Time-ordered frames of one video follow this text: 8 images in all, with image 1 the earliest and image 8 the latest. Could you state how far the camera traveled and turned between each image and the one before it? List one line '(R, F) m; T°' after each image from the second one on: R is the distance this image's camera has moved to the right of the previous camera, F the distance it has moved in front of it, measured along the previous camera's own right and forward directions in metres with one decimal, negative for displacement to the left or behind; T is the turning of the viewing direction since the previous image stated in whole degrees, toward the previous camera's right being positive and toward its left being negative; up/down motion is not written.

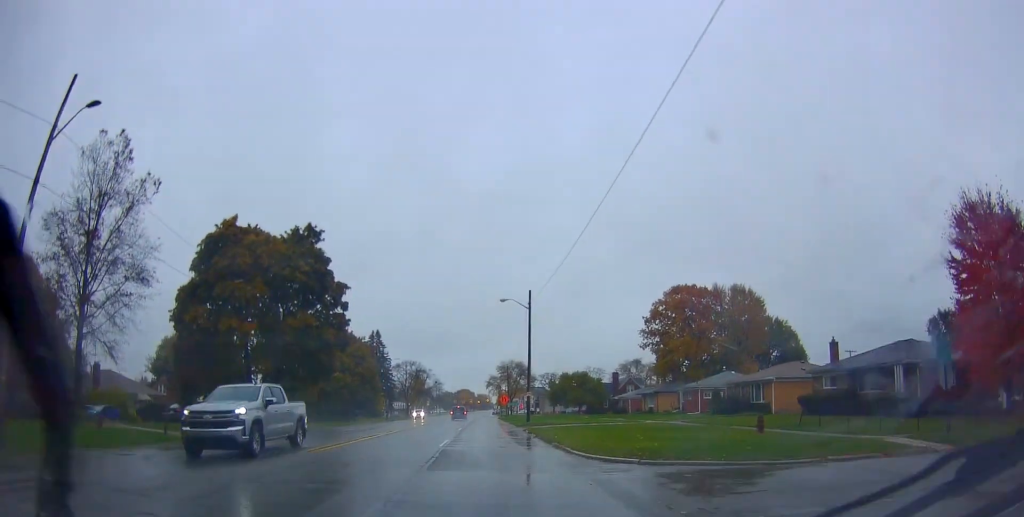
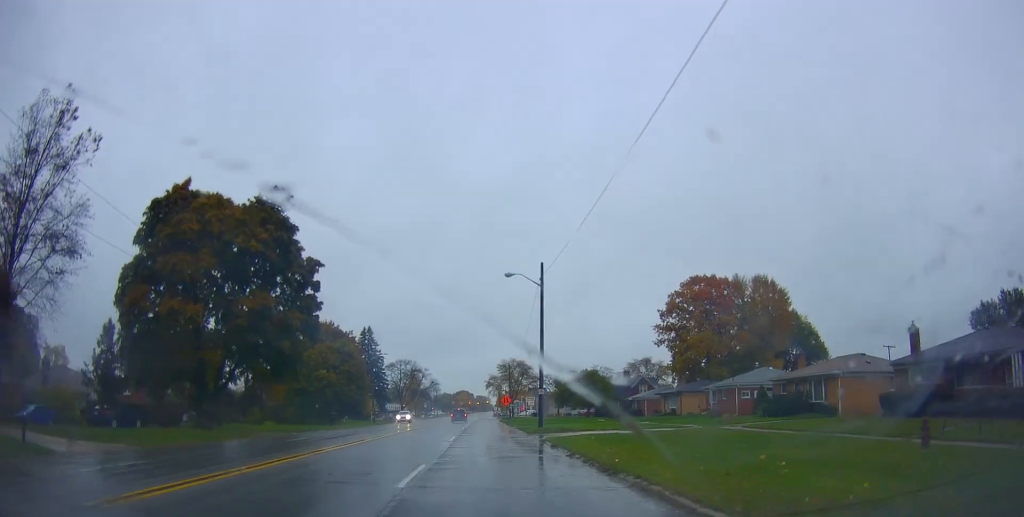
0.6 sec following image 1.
(0.0, +9.5) m; -1°
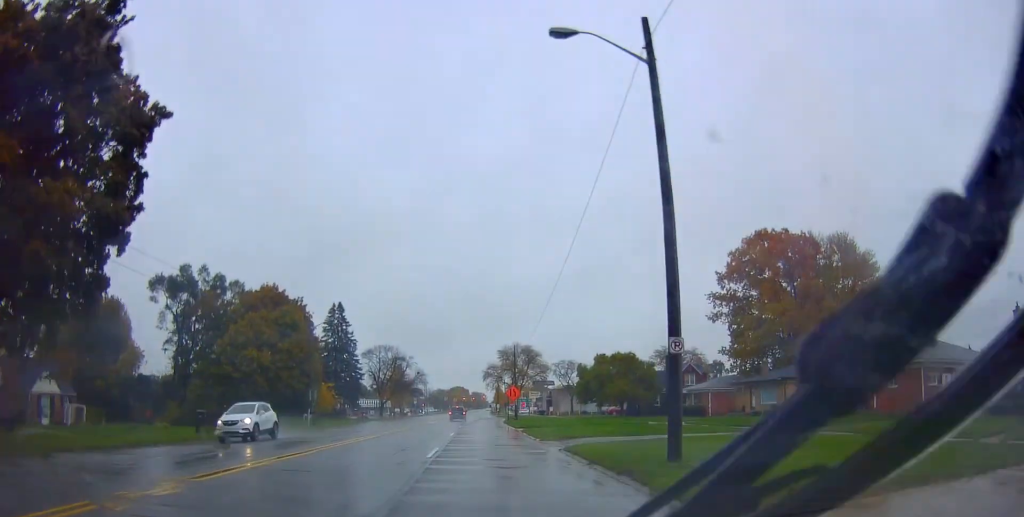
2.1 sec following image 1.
(-0.6, +25.6) m; +1°
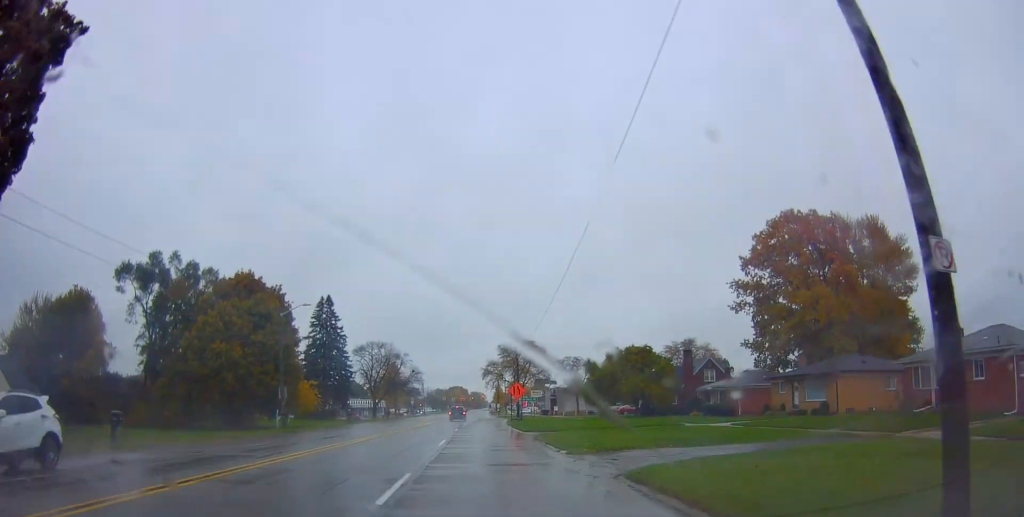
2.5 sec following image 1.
(+0.3, +7.6) m; 0°
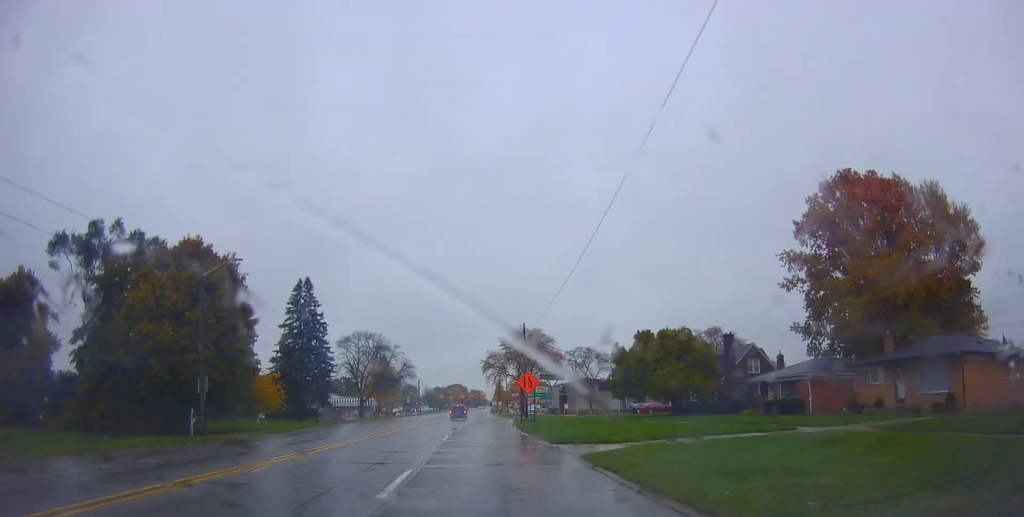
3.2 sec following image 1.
(+0.7, +12.9) m; 0°
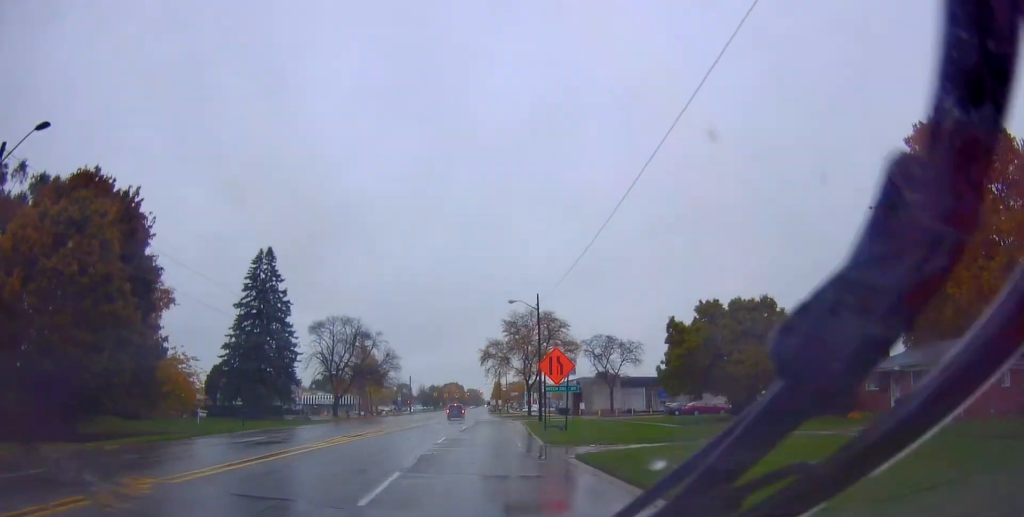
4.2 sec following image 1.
(-1.0, +17.0) m; -2°
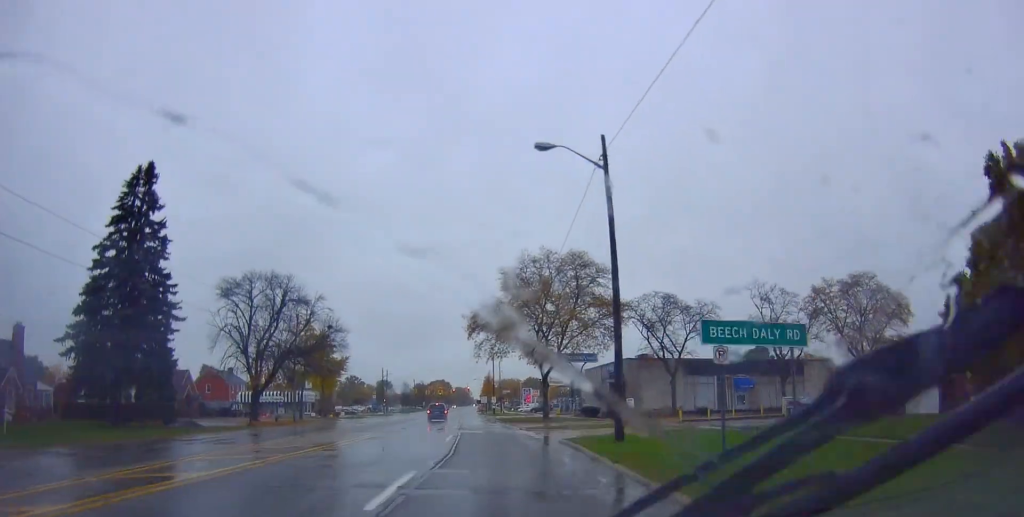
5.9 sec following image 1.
(+0.1, +29.2) m; +1°
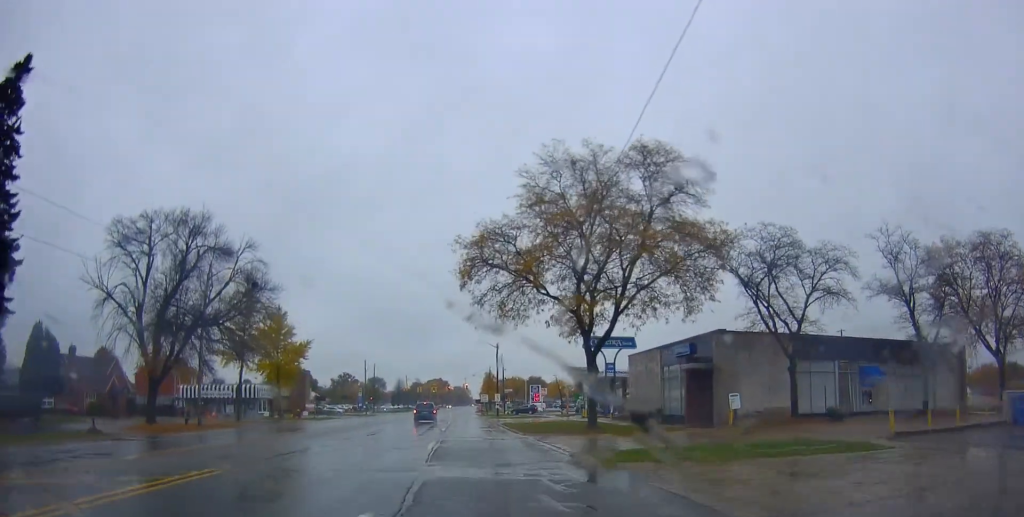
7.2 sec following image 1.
(+0.9, +21.1) m; +2°
